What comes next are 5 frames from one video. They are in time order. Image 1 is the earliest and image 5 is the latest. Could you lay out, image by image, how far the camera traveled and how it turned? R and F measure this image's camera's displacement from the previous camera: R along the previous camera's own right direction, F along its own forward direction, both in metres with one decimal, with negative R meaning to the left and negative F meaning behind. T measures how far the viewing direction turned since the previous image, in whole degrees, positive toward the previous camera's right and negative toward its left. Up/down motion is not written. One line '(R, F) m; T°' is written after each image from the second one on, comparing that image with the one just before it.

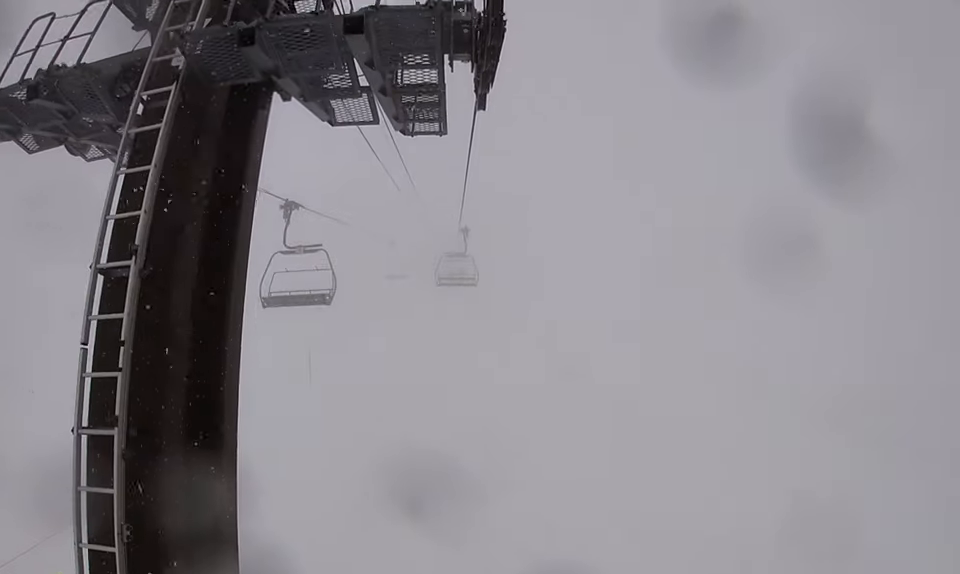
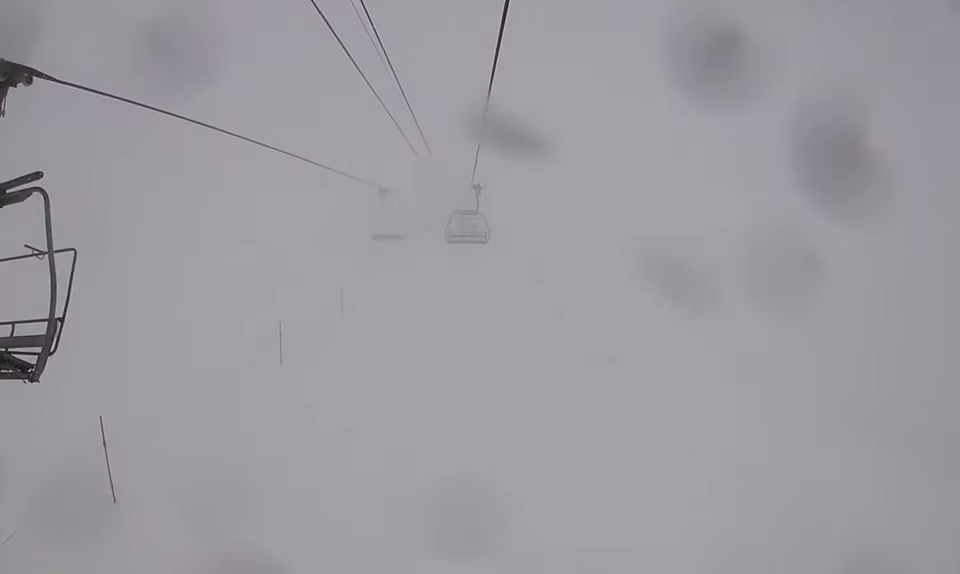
(0.0, +4.6) m; 0°
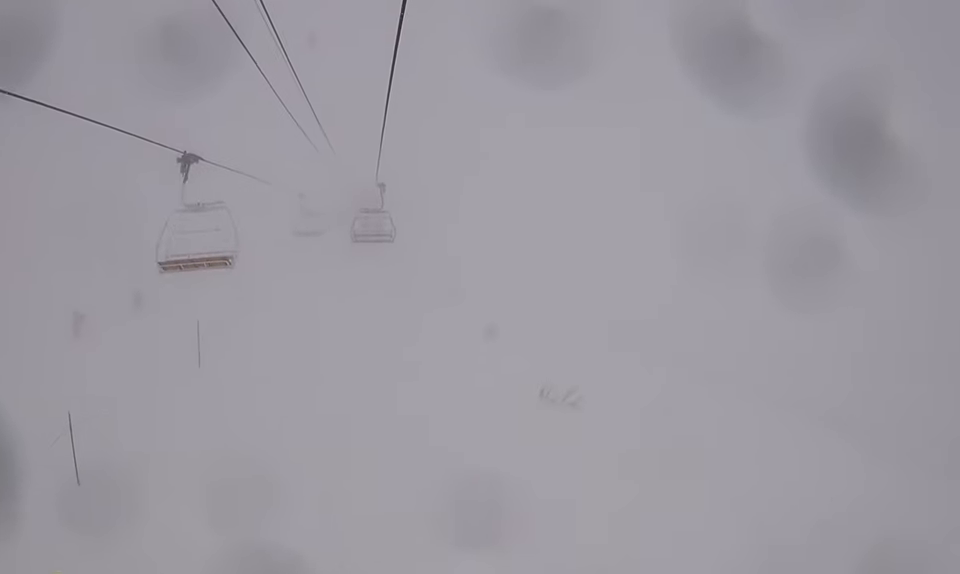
(0.0, +7.0) m; 0°
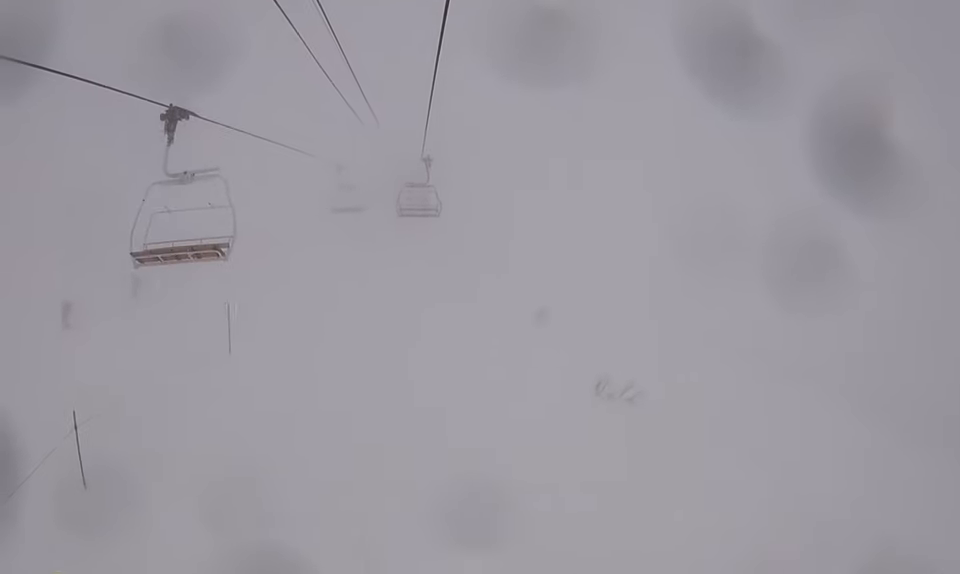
(0.0, +1.7) m; 0°
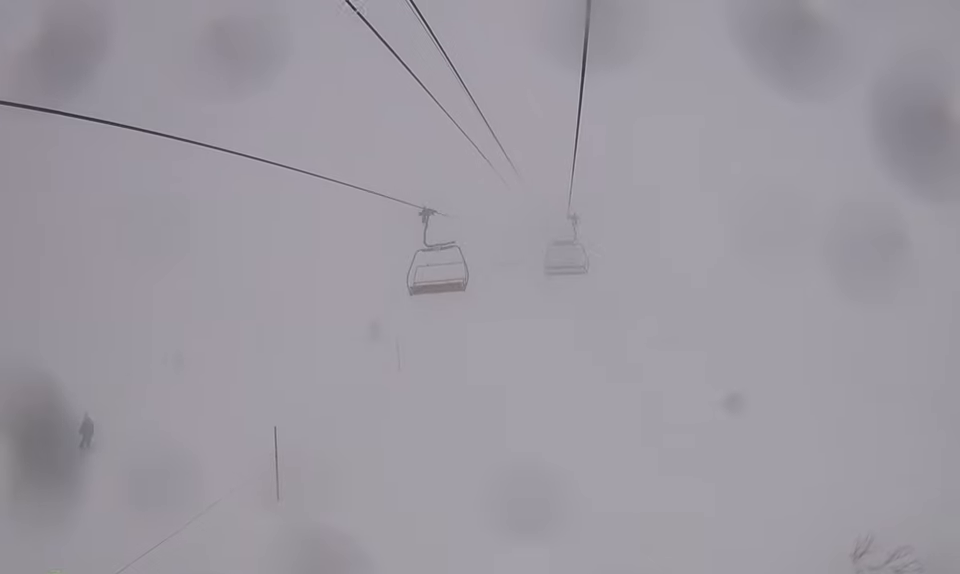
(0.0, +7.3) m; 0°
